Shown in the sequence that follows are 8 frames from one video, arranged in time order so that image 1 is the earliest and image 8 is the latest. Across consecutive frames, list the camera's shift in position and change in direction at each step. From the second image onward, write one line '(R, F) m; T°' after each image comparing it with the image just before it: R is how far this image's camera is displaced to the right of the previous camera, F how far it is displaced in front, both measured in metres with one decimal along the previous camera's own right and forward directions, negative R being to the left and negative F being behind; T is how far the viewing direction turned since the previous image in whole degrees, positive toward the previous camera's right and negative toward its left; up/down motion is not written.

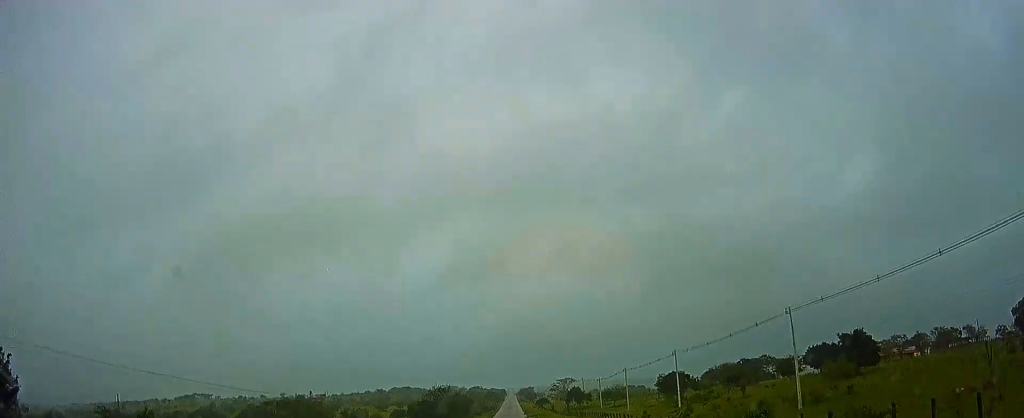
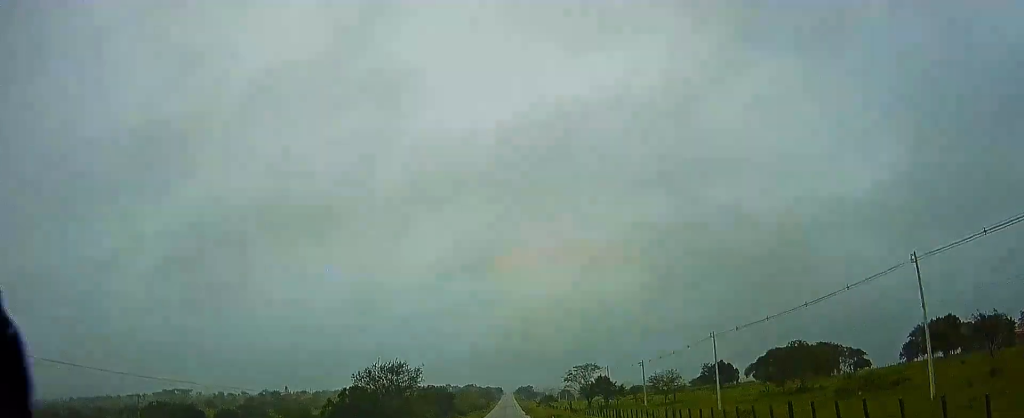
(-0.6, +59.4) m; 0°
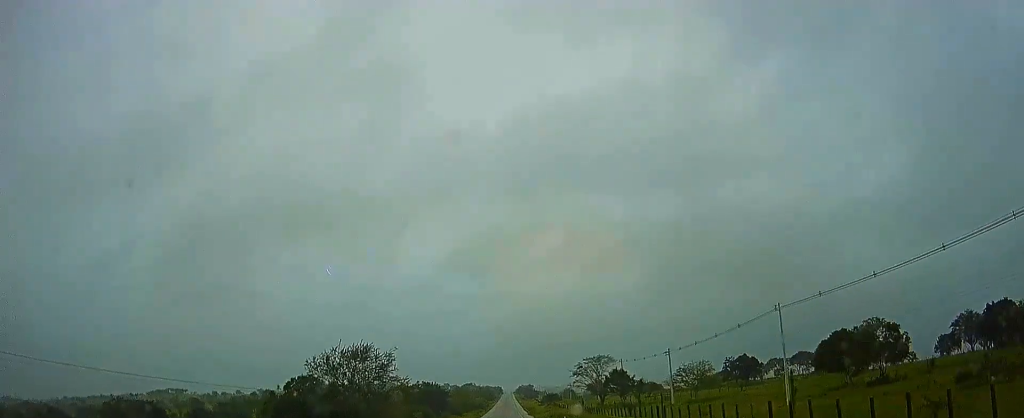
(+0.3, +19.0) m; 0°
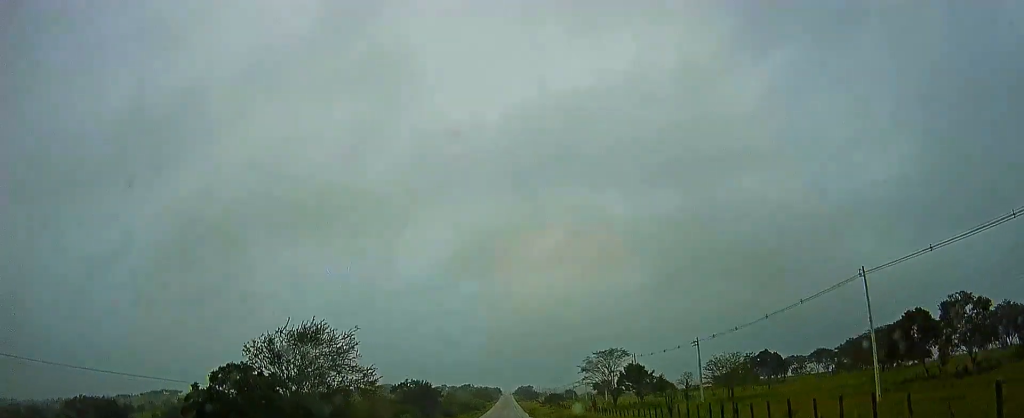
(+0.1, +15.2) m; 0°
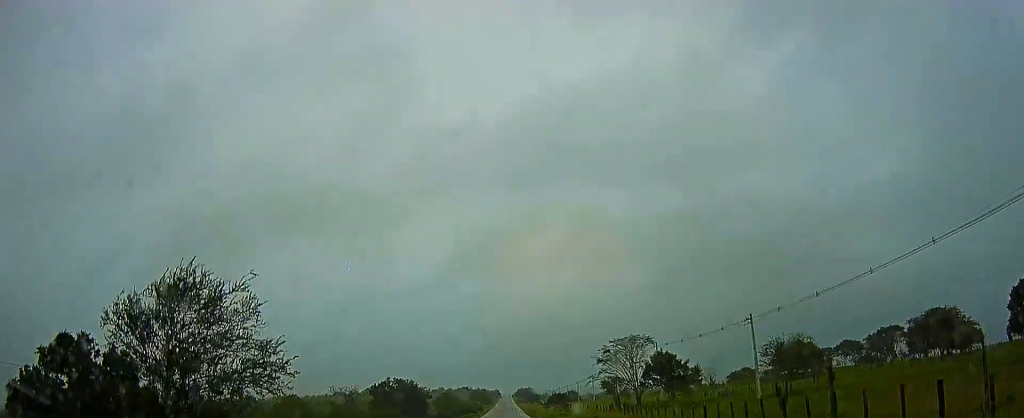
(-0.3, +19.1) m; 0°
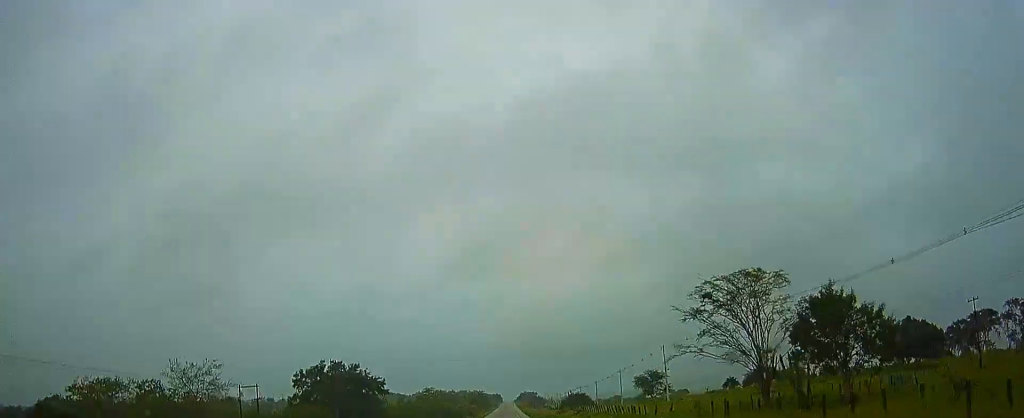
(+0.1, +42.1) m; 0°
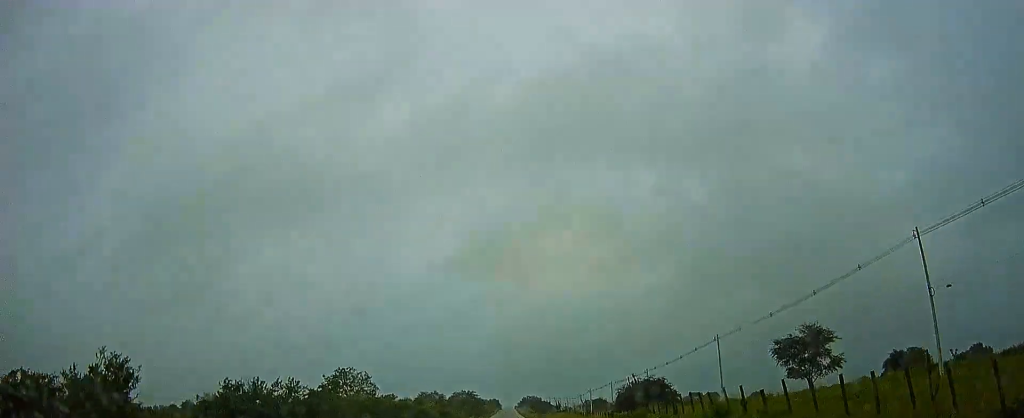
(-0.2, +66.7) m; 0°
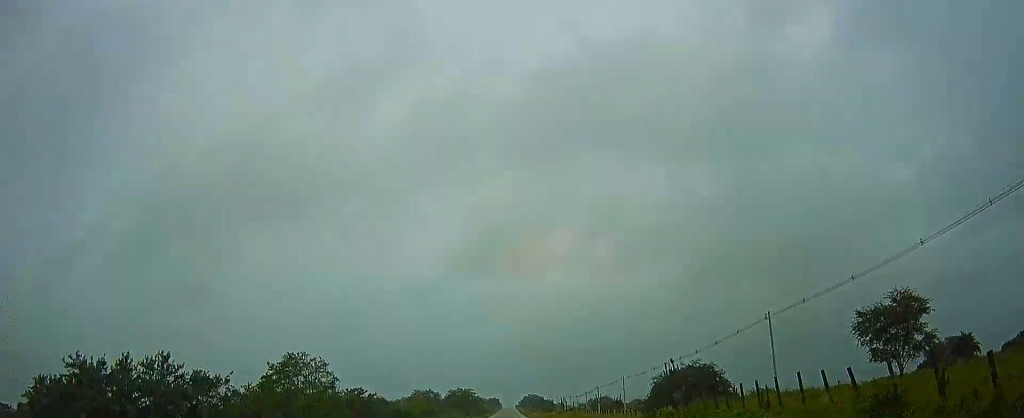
(+0.2, +15.4) m; 0°
